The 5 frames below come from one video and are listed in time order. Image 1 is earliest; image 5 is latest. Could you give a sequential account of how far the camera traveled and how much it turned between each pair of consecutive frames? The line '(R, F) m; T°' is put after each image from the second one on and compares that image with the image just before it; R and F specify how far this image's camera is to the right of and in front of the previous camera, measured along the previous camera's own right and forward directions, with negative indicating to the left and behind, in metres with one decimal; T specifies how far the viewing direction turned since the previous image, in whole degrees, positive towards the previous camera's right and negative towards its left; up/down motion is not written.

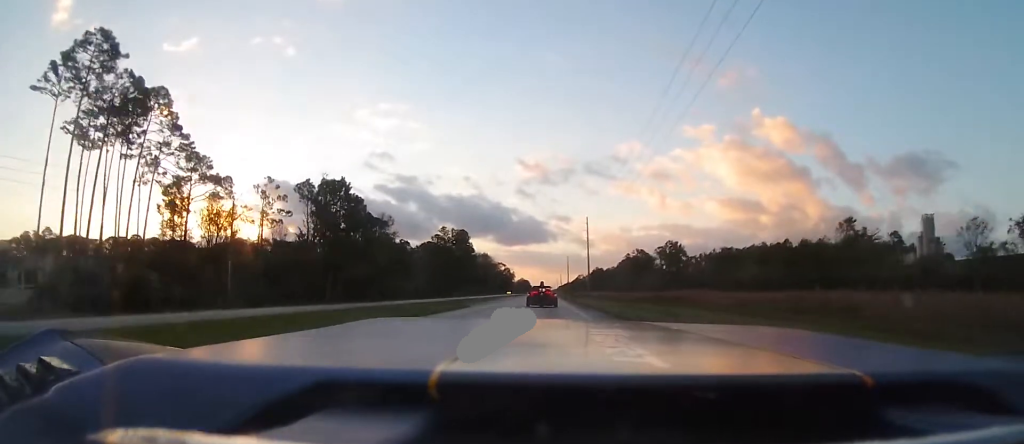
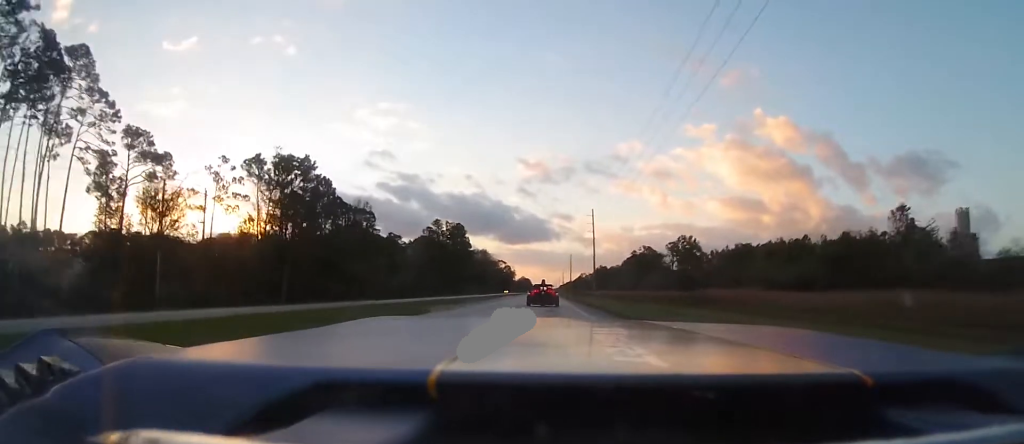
(-0.1, +15.2) m; 0°
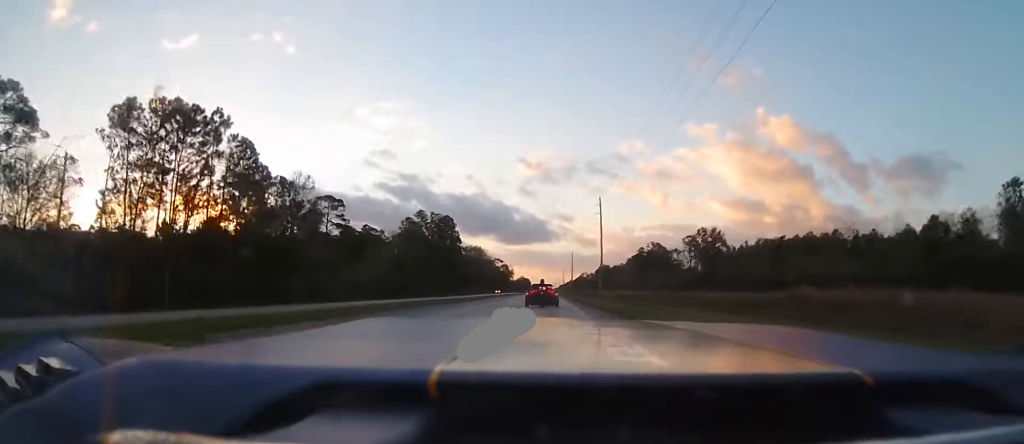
(0.0, +23.5) m; 0°
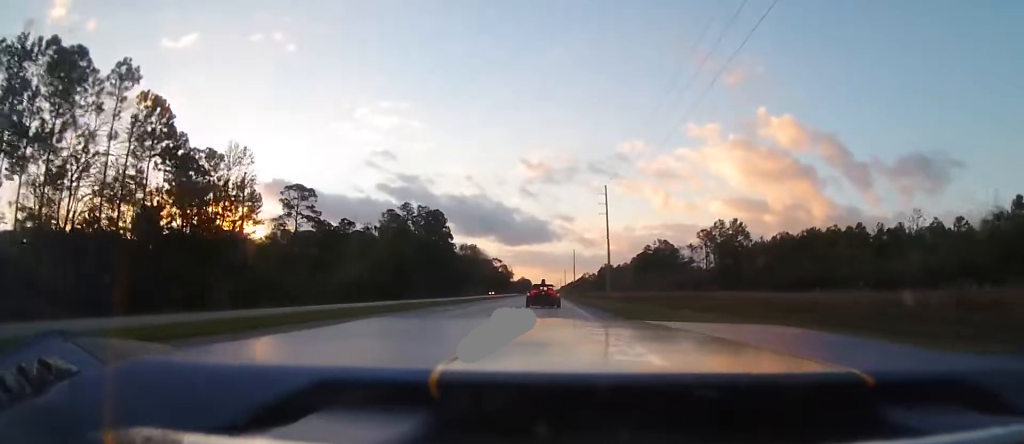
(0.0, +15.9) m; 0°
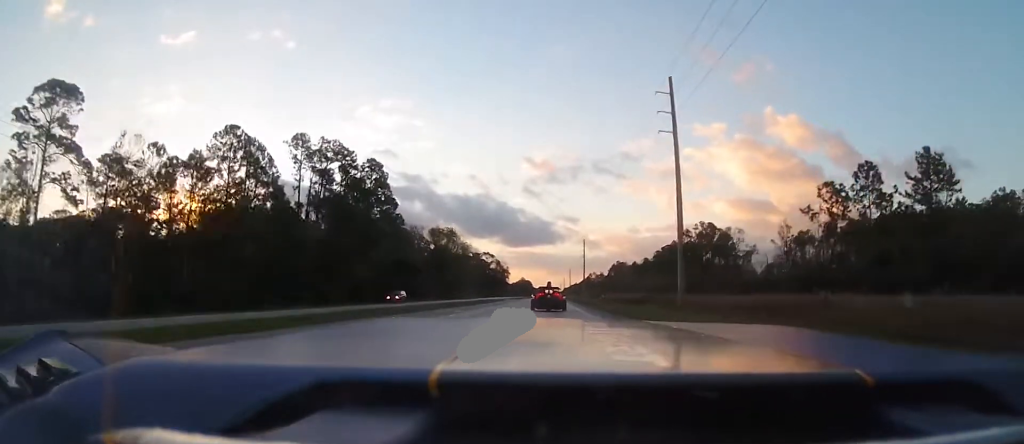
(-0.7, +64.9) m; -1°
